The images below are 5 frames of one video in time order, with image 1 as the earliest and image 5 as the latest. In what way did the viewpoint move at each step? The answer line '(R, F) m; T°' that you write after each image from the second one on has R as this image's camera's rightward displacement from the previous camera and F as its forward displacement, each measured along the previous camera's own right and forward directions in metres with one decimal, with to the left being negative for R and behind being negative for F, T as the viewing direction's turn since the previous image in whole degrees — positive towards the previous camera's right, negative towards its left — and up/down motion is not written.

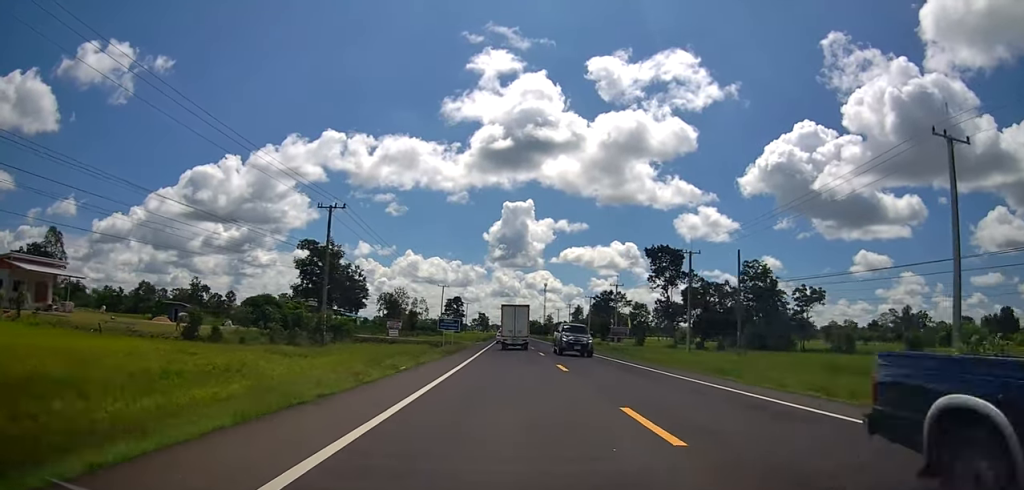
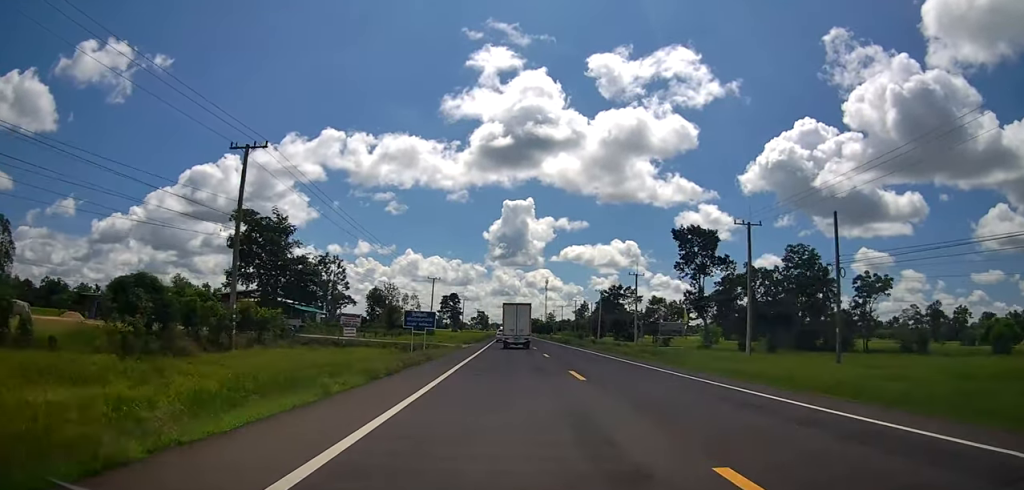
(-0.4, +16.3) m; -1°
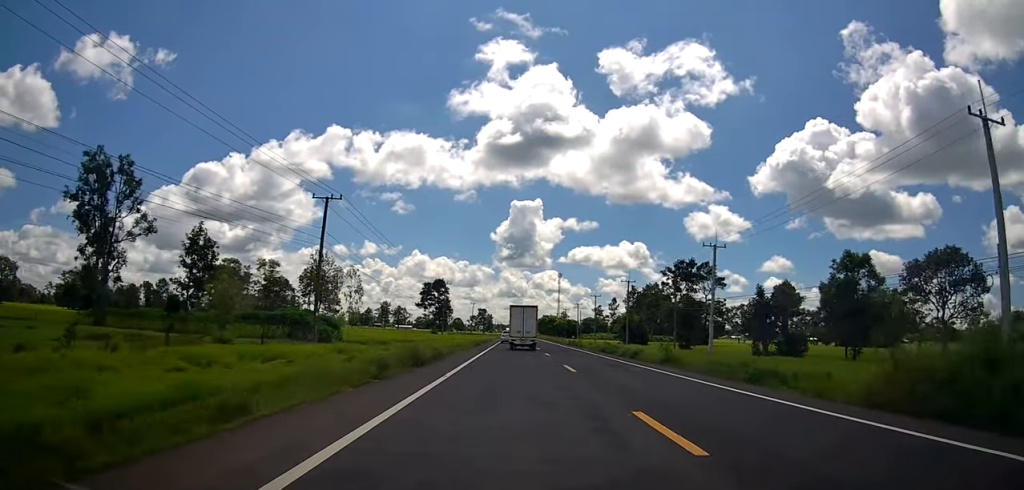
(+1.4, +69.0) m; +2°
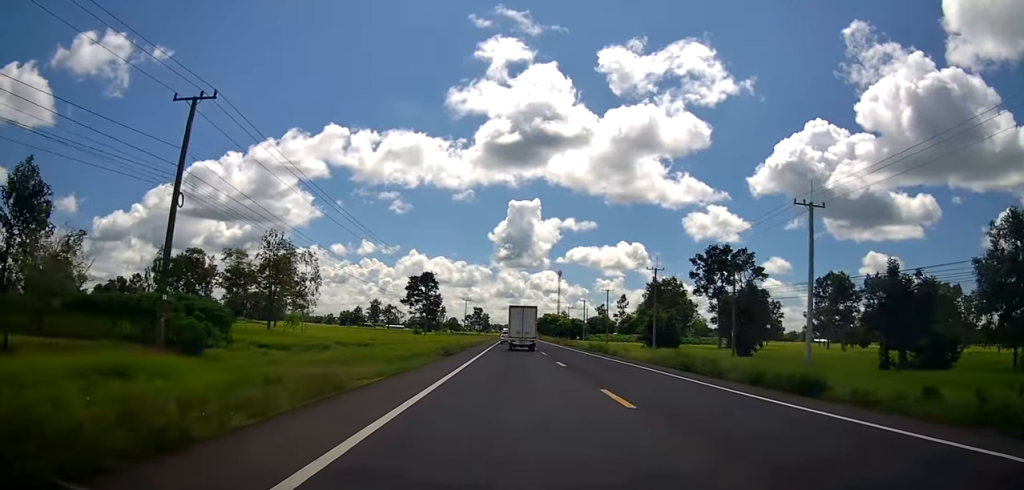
(+0.8, +20.3) m; 0°
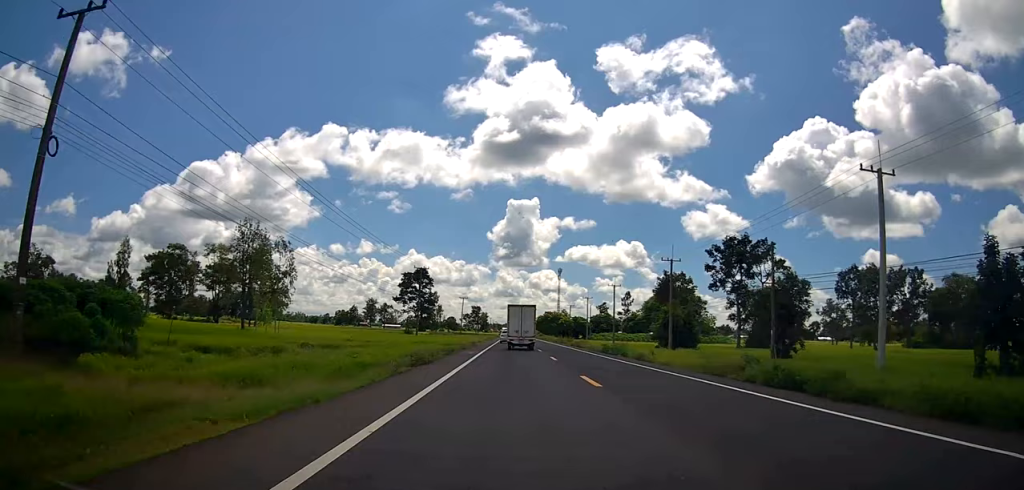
(-0.4, +8.5) m; -1°
